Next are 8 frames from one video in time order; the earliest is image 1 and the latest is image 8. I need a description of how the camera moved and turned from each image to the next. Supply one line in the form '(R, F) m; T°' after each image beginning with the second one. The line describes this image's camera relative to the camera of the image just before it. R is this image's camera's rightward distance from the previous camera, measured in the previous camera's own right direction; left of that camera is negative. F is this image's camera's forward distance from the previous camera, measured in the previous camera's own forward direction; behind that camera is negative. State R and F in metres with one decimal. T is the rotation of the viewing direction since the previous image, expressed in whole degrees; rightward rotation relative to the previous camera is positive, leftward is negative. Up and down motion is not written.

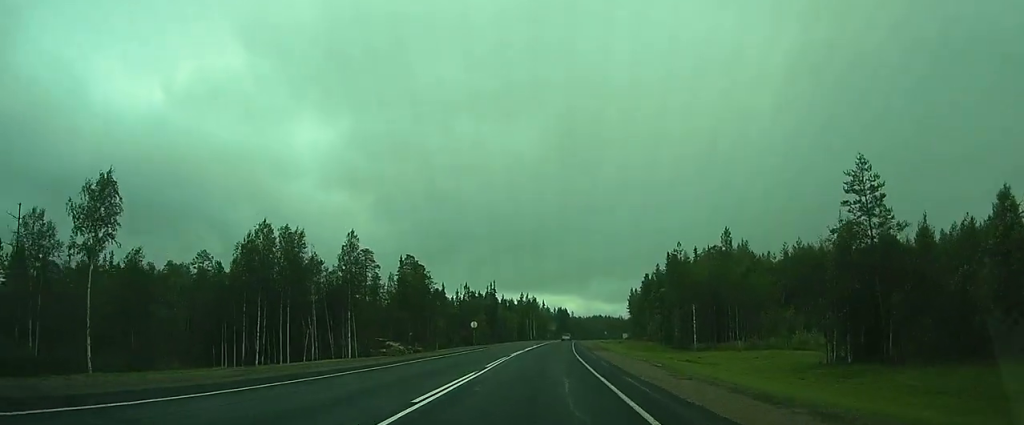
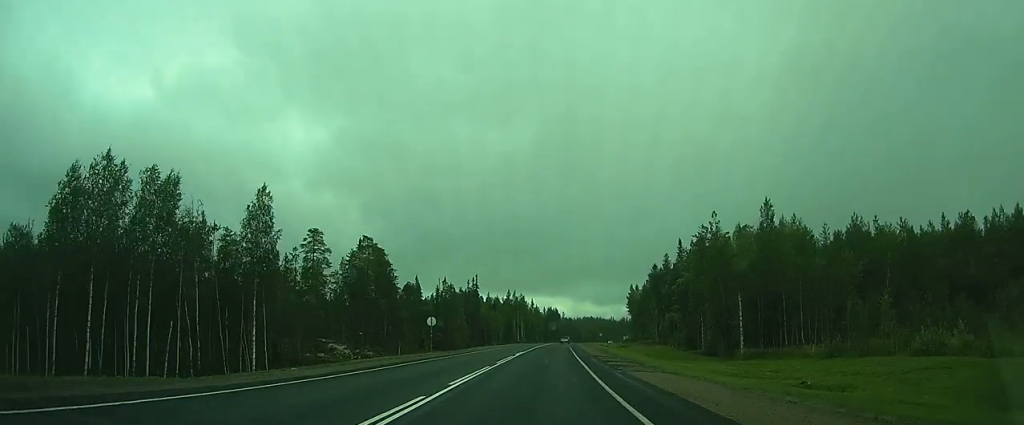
(+0.6, +19.9) m; +2°
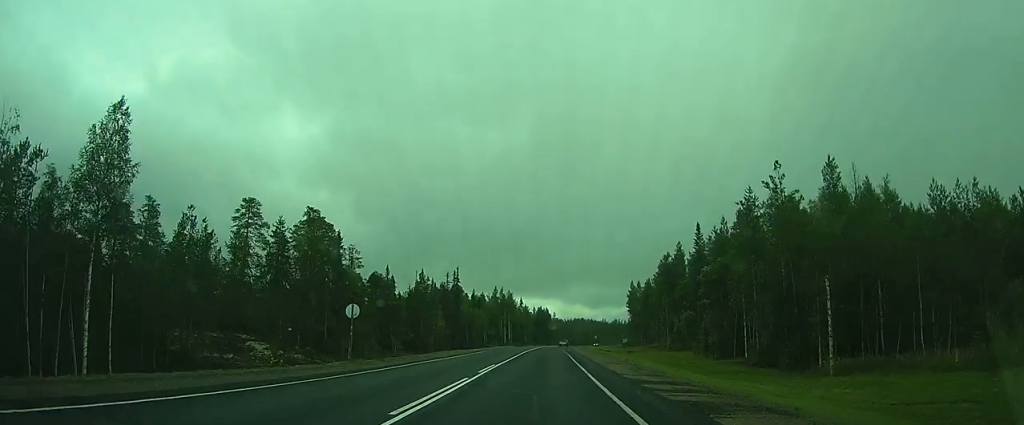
(0.0, +17.7) m; 0°
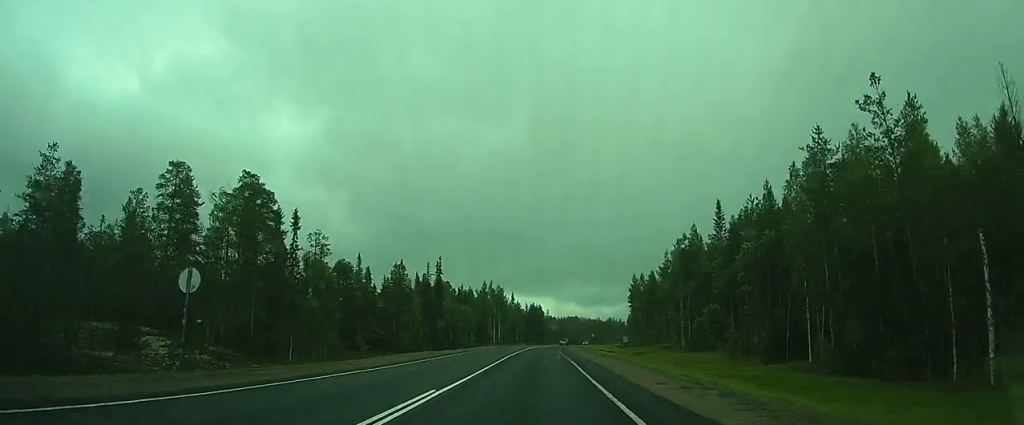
(0.0, +14.0) m; +1°
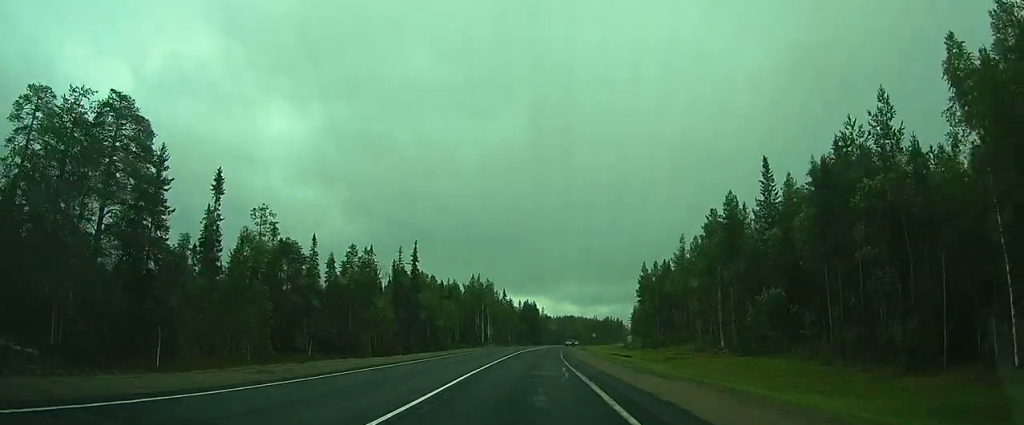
(+0.1, +18.8) m; +1°
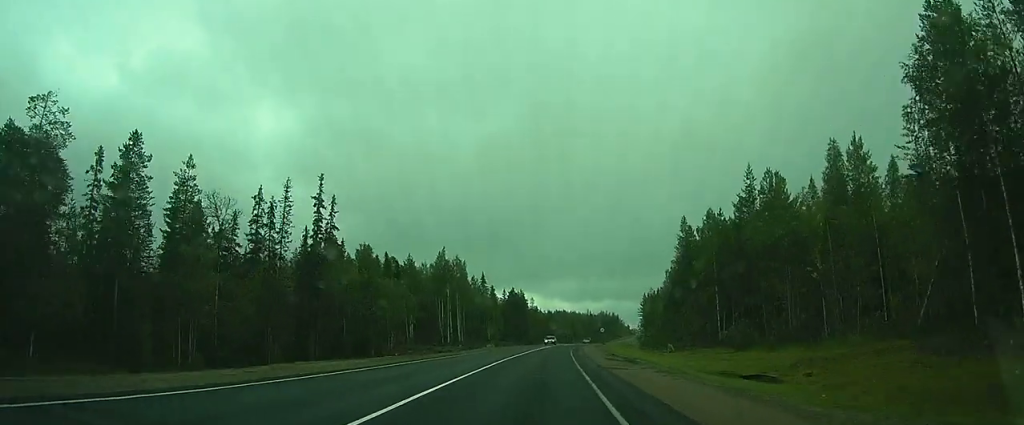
(+0.6, +40.8) m; +1°
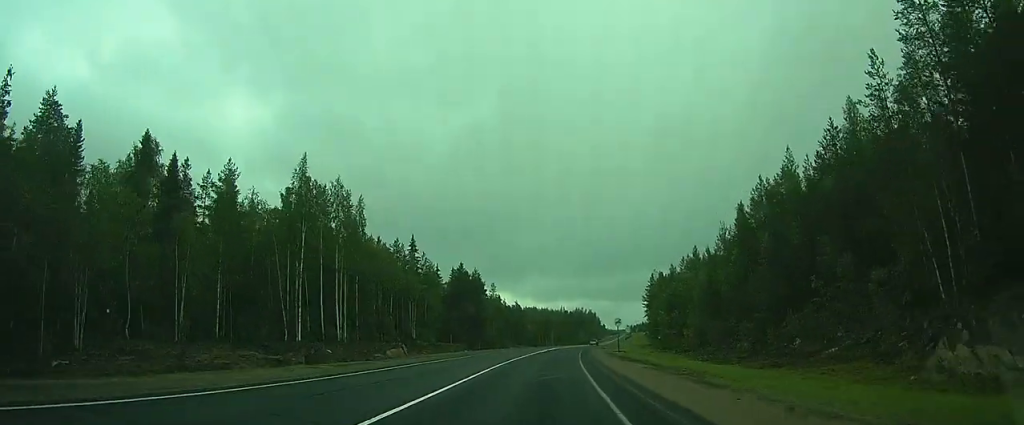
(+2.4, +55.1) m; +4°
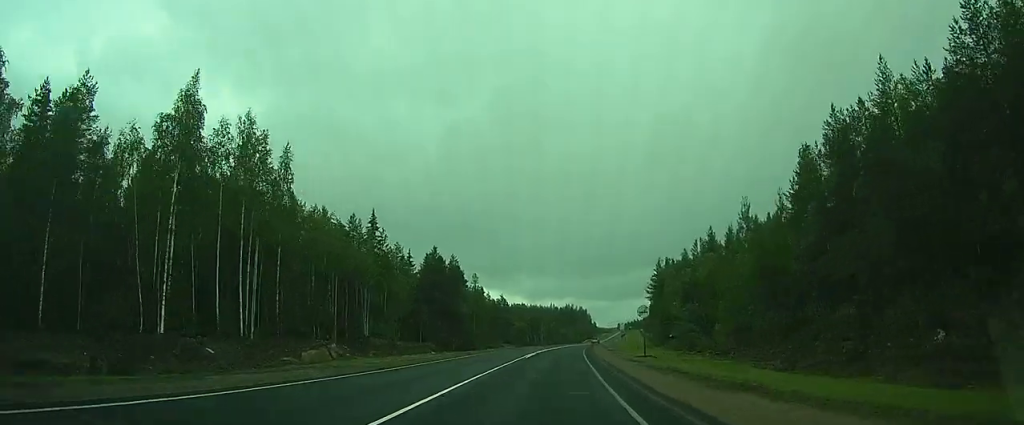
(0.0, +18.2) m; 0°
